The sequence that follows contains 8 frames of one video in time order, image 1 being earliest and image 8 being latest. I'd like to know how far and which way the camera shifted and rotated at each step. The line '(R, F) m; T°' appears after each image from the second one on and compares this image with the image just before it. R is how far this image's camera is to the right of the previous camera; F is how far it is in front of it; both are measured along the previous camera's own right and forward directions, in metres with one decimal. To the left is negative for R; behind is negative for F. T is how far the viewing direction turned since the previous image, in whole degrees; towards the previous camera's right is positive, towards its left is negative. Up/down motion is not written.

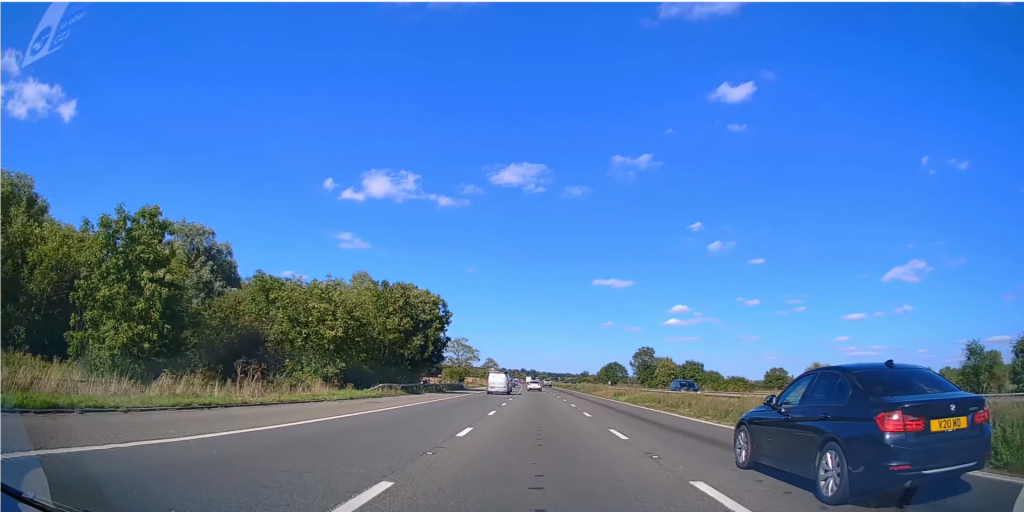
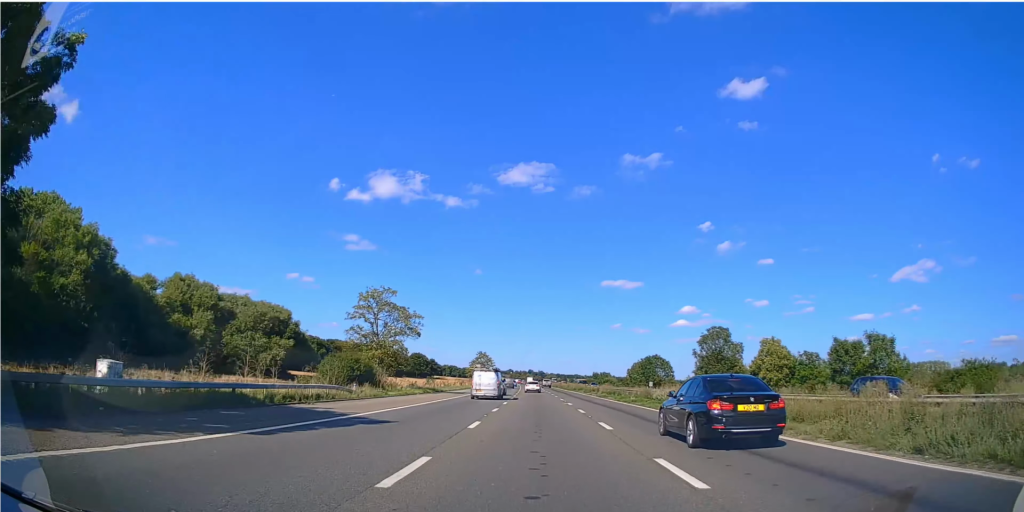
(0.0, +60.0) m; 0°
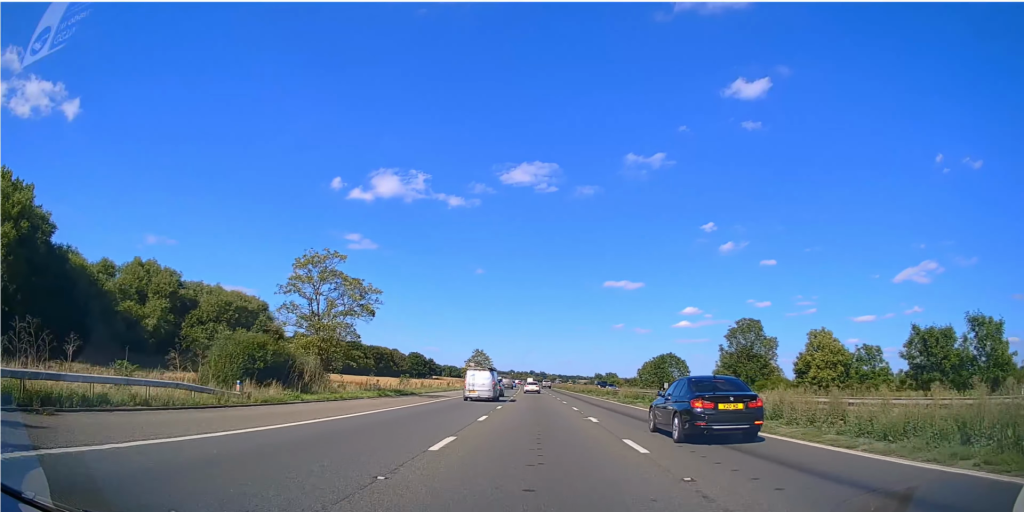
(0.0, +14.7) m; 0°
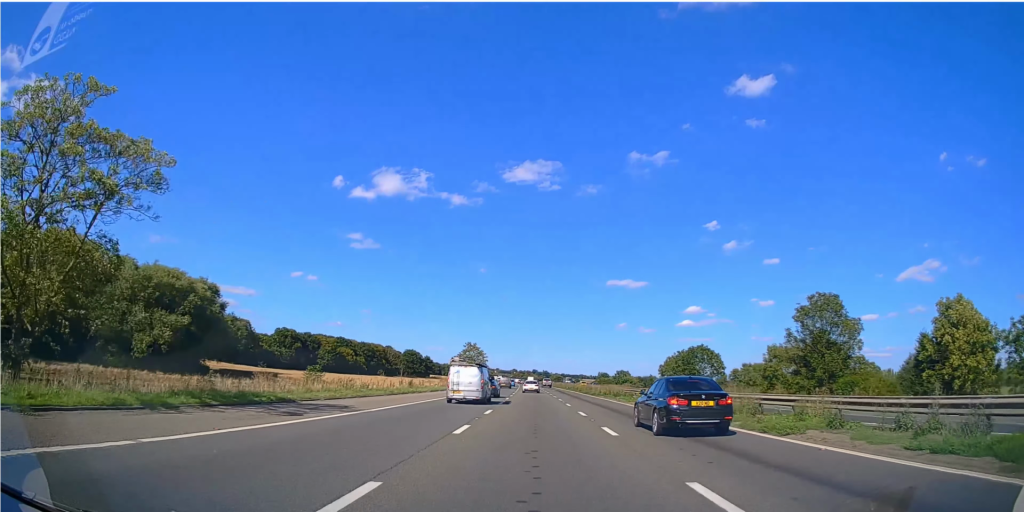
(0.0, +24.4) m; -1°
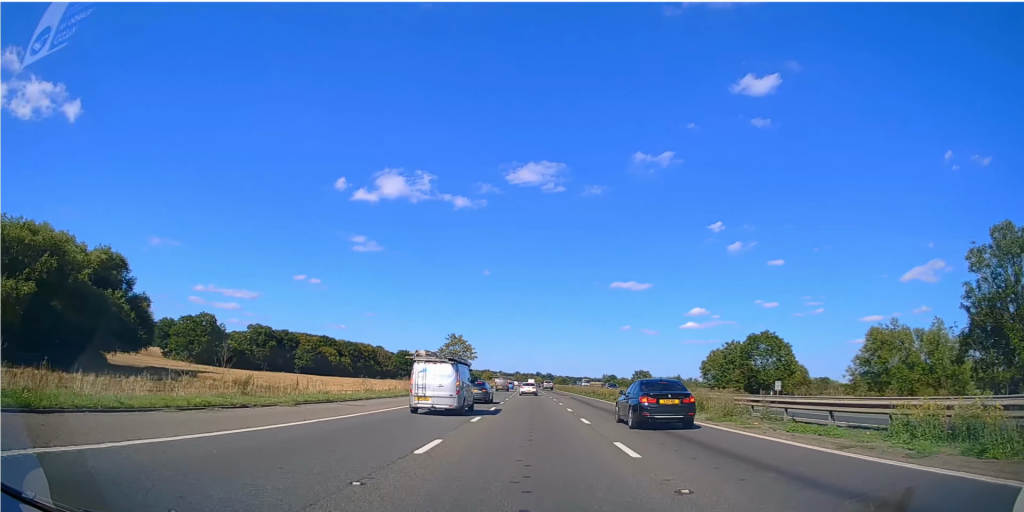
(-0.6, +30.0) m; -1°
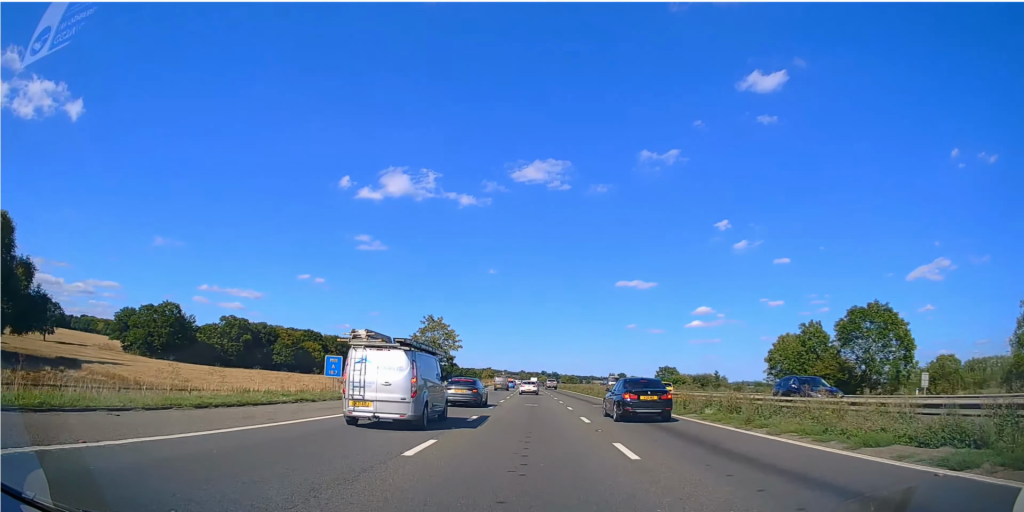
(0.0, +26.8) m; 0°
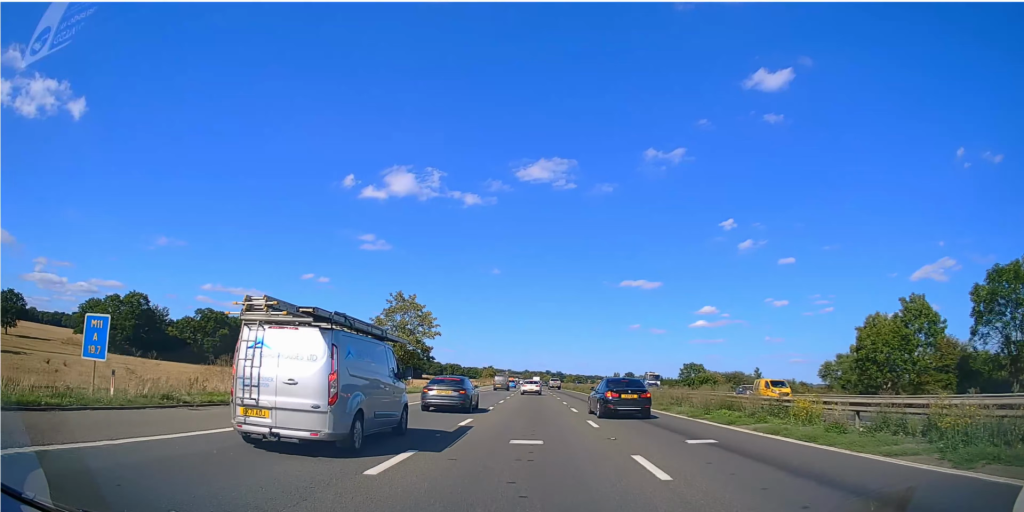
(0.0, +20.1) m; 0°
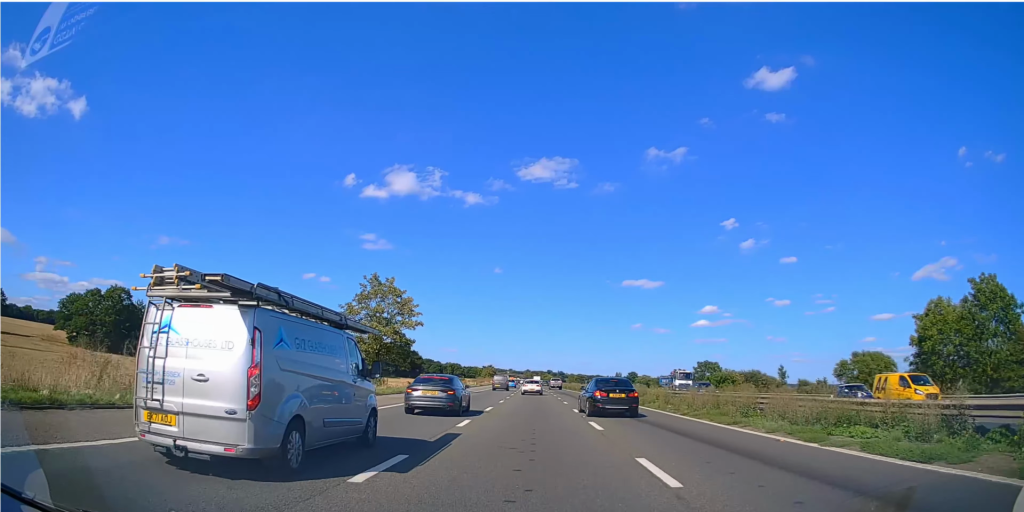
(0.0, +9.7) m; 0°
